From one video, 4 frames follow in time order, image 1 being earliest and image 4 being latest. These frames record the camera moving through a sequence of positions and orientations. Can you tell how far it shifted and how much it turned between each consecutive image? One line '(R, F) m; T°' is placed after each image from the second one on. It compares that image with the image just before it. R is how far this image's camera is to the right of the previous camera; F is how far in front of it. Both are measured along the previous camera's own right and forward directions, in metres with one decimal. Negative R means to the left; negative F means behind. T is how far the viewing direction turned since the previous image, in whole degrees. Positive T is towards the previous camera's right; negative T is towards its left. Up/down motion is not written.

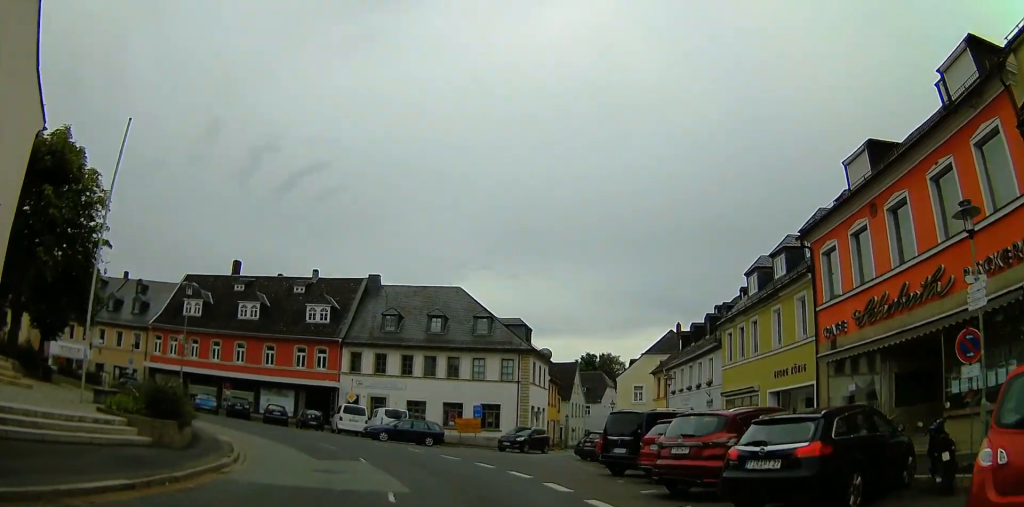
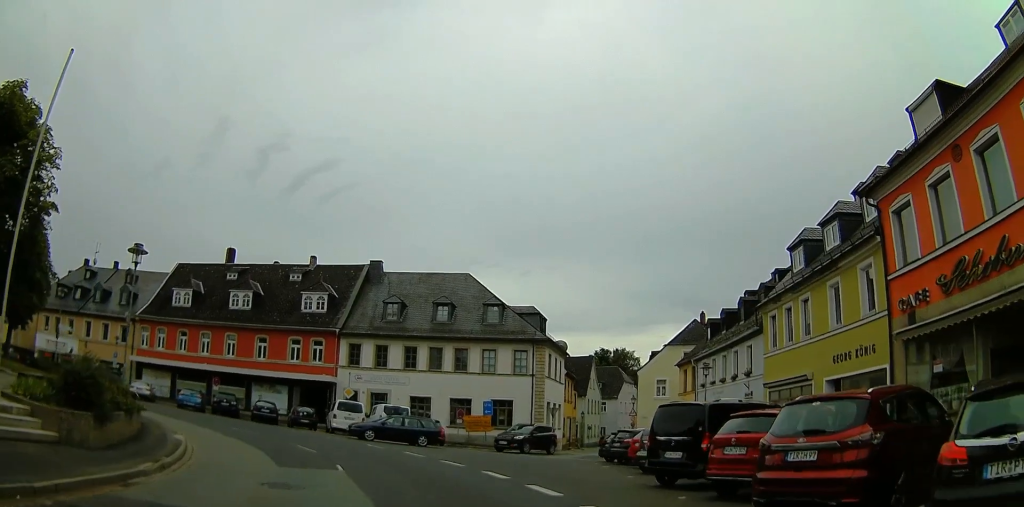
(0.0, +4.3) m; -5°
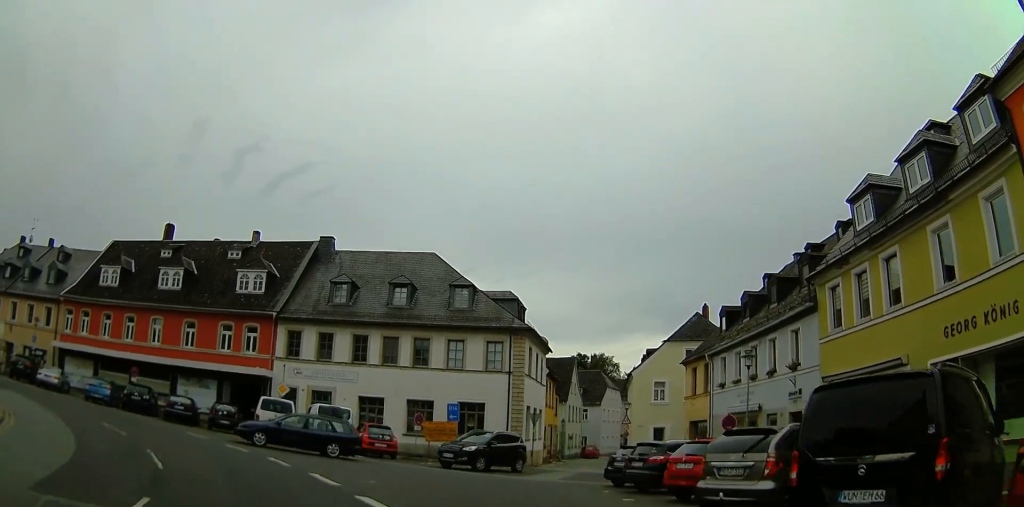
(-1.2, +7.5) m; -7°
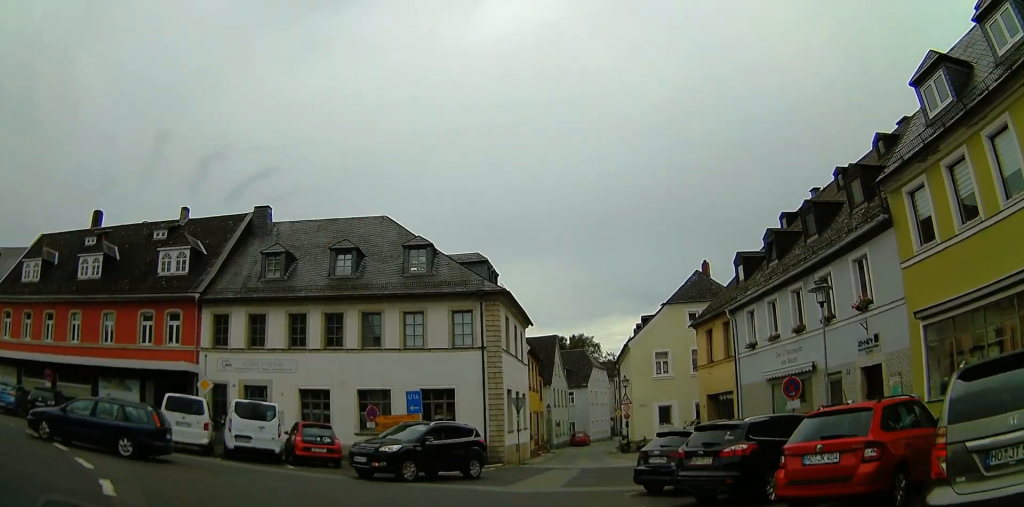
(+1.1, +6.6) m; +12°
